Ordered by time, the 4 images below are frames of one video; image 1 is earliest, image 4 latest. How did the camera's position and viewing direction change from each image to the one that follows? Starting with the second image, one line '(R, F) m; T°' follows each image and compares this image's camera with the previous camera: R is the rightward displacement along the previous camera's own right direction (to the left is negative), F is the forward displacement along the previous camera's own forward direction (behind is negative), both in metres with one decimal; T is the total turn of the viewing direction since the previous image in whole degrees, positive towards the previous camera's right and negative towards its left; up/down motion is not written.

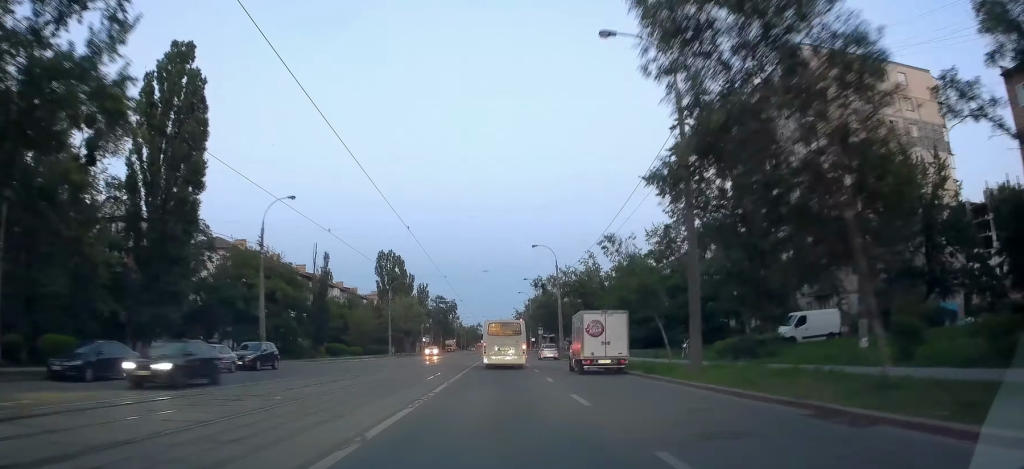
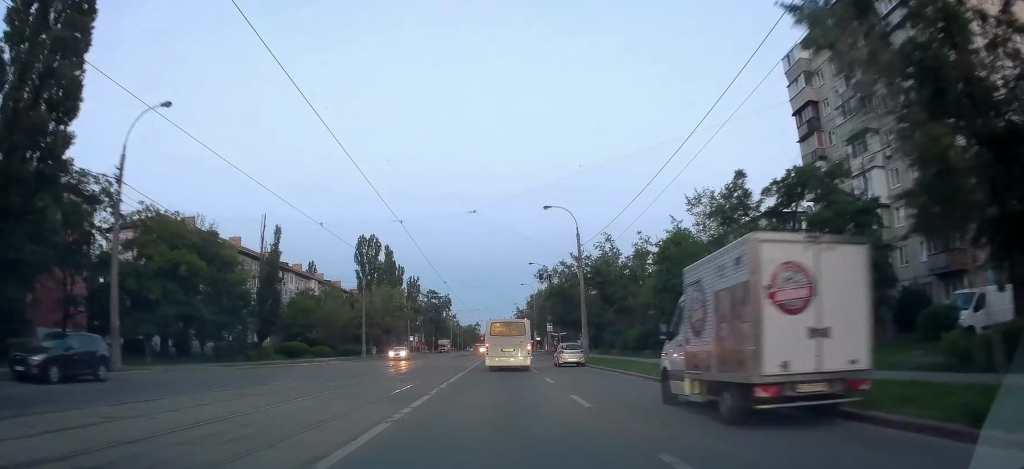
(0.0, +17.7) m; 0°
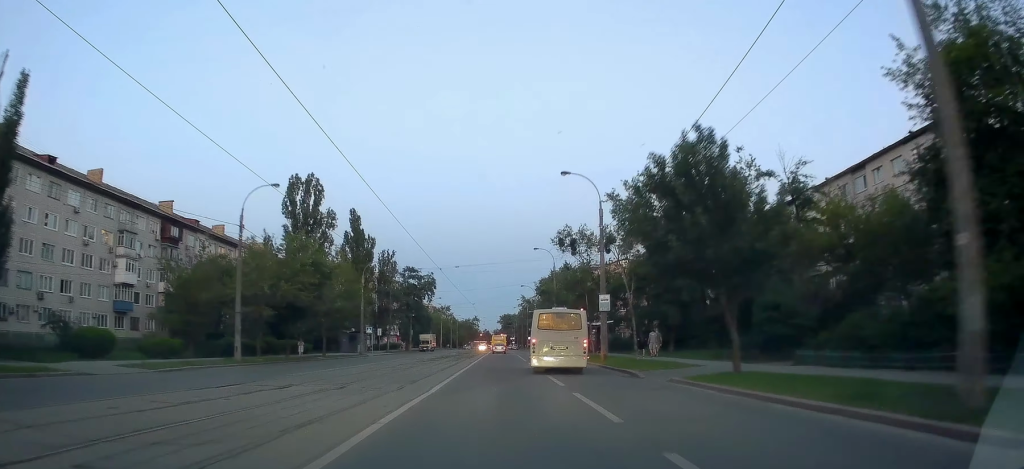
(0.0, +39.9) m; 0°
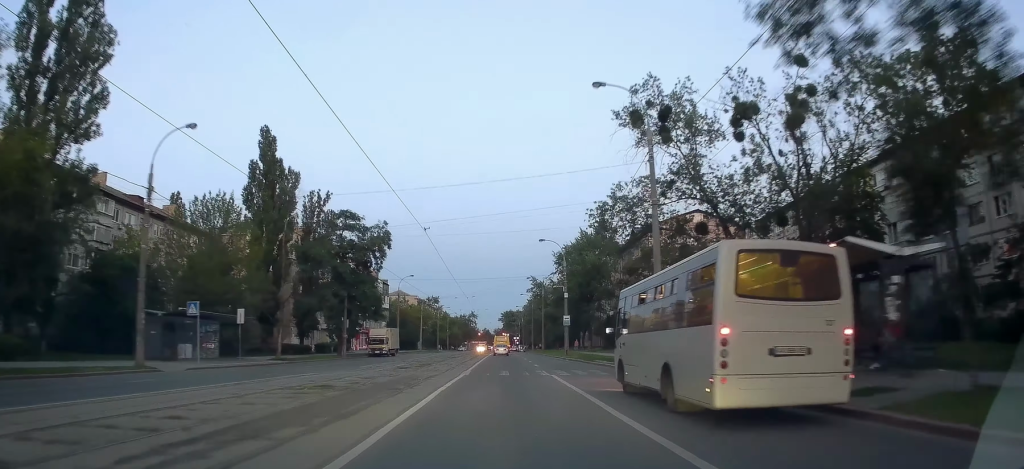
(-0.5, +48.6) m; 0°
